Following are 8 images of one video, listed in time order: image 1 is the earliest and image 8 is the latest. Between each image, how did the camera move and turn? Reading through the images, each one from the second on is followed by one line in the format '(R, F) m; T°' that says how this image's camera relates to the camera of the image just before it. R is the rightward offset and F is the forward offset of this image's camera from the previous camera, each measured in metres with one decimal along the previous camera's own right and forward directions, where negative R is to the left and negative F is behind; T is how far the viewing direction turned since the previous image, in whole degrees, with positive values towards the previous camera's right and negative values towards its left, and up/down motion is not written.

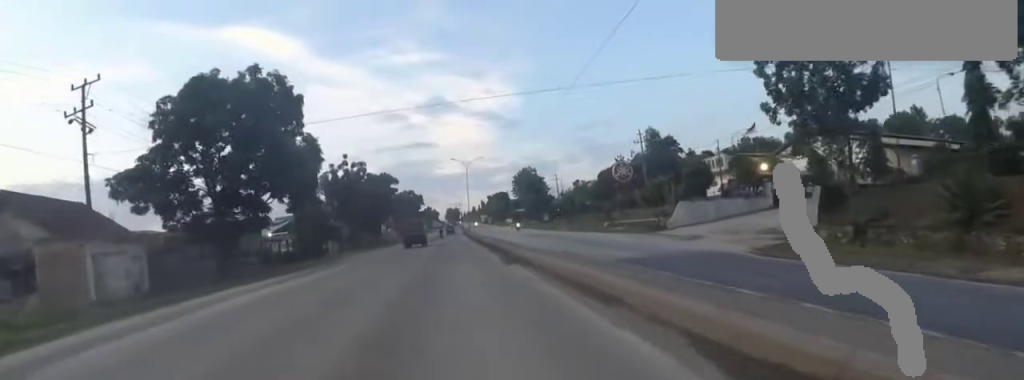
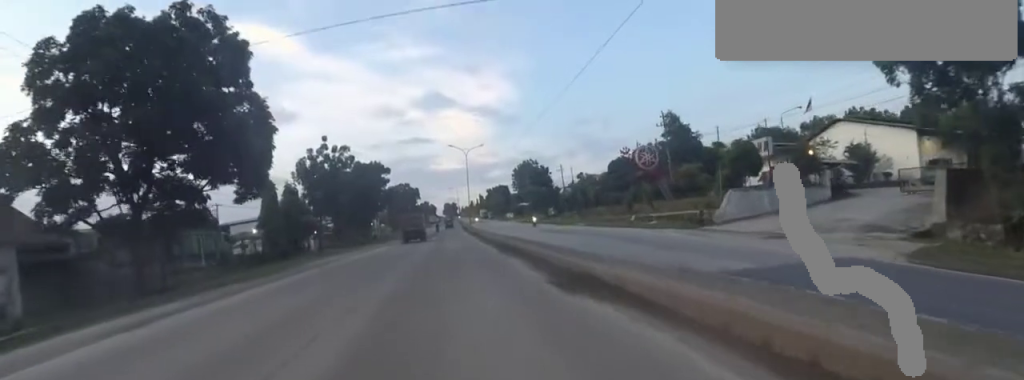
(0.0, +7.9) m; +4°
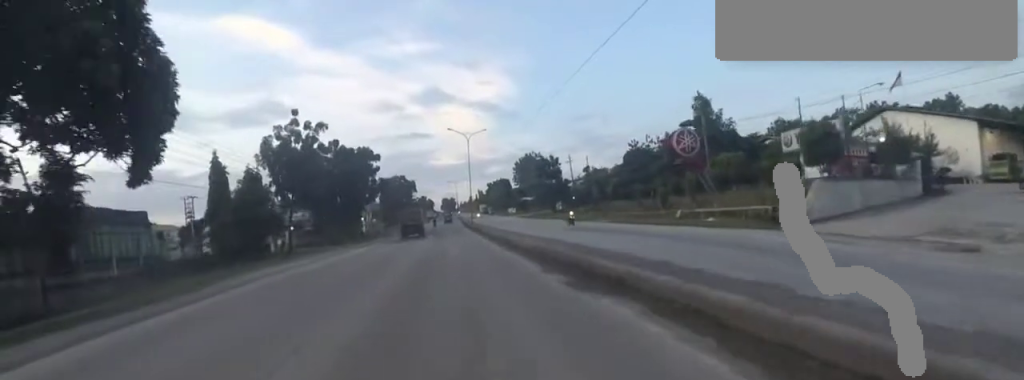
(+0.2, +8.7) m; +3°
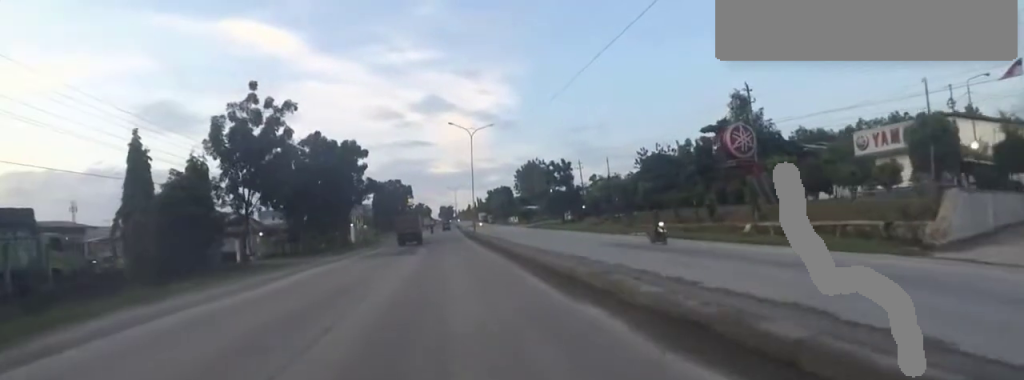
(+1.0, +8.3) m; 0°
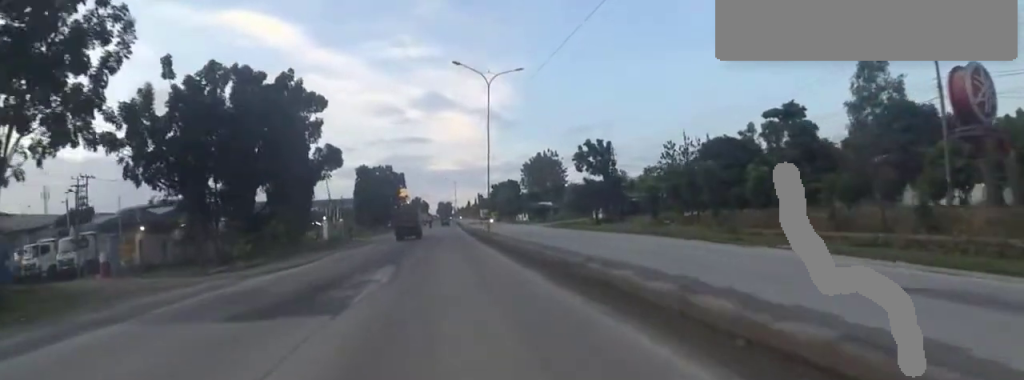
(-0.8, +17.8) m; 0°
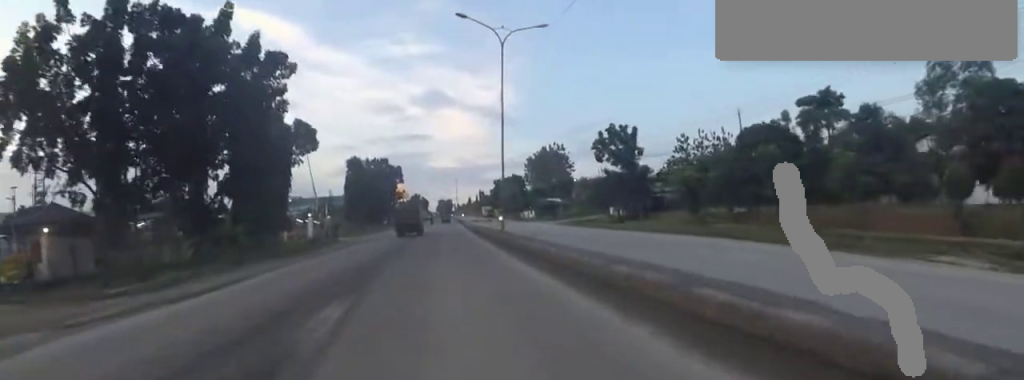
(+0.8, +7.3) m; 0°
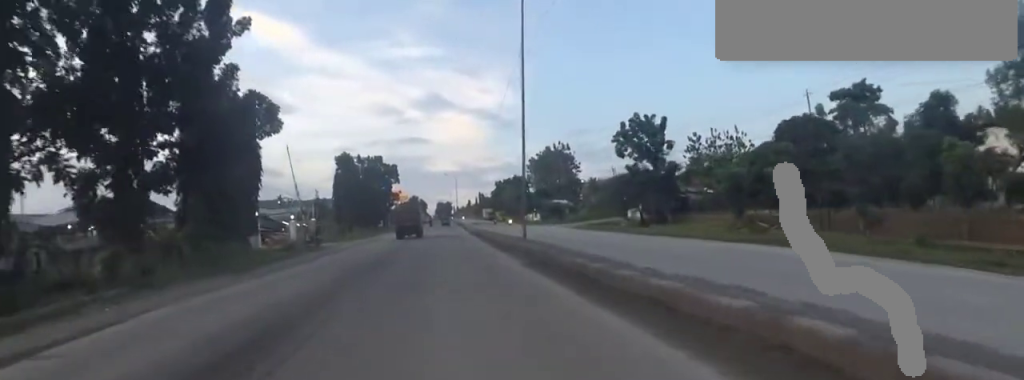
(-0.4, +6.5) m; 0°
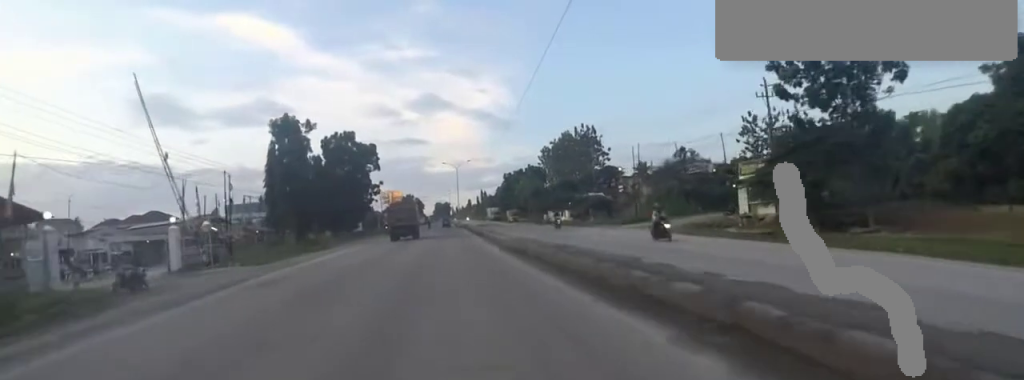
(0.0, +23.4) m; -1°
